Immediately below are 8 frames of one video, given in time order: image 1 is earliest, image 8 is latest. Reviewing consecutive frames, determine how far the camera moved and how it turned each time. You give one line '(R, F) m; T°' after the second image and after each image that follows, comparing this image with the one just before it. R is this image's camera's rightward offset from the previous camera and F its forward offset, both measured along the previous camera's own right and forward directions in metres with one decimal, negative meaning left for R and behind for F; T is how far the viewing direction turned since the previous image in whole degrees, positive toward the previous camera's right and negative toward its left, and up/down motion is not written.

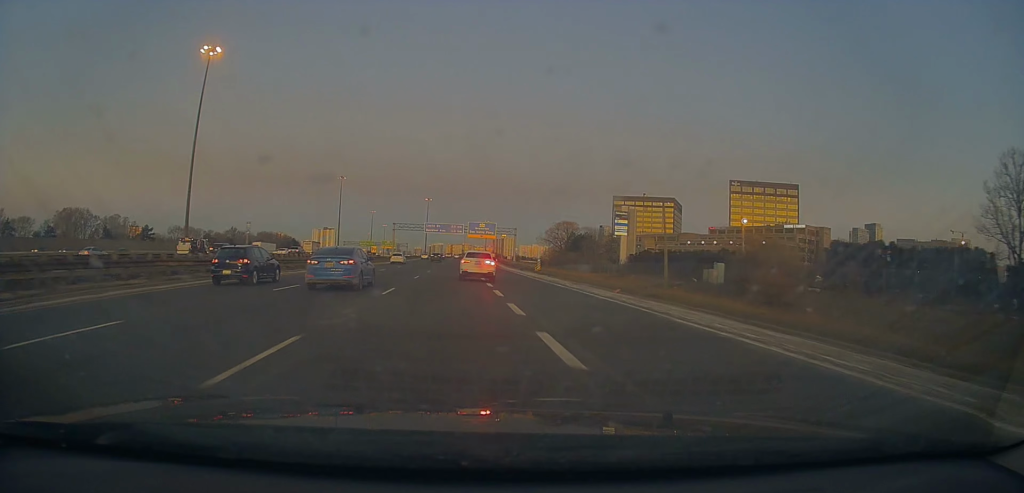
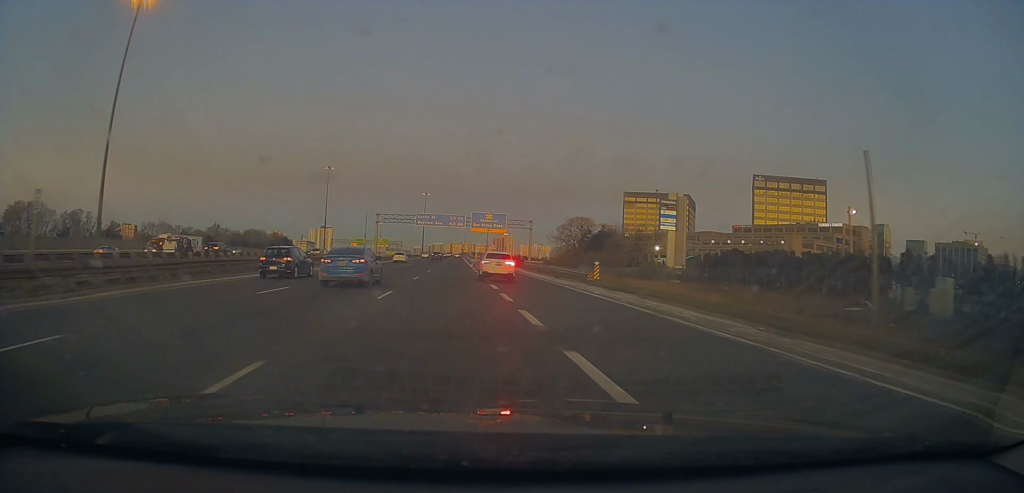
(0.0, +25.5) m; 0°
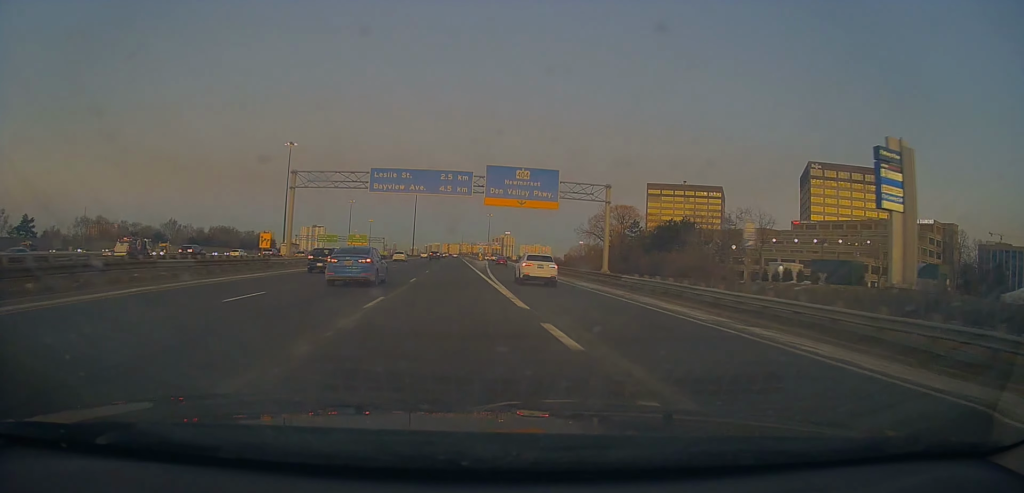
(-1.0, +50.2) m; -1°
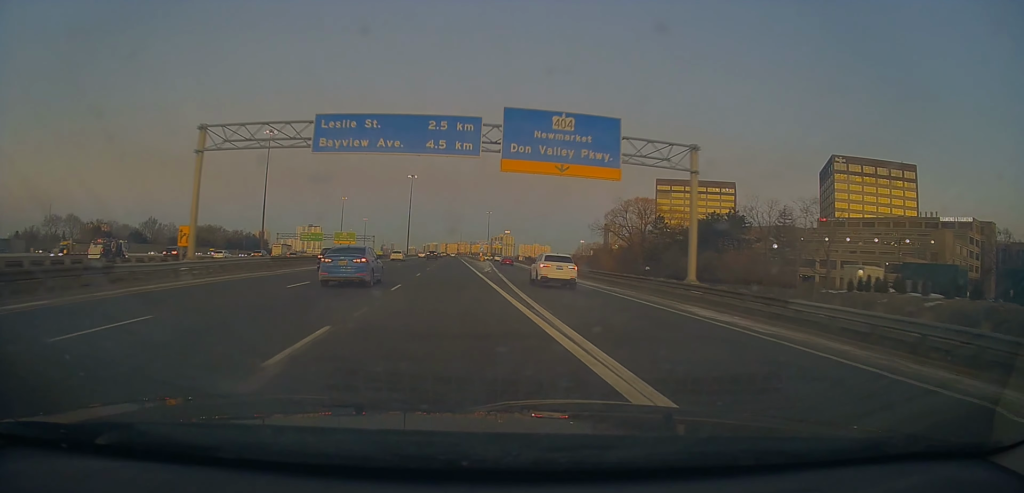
(+0.3, +18.2) m; +1°
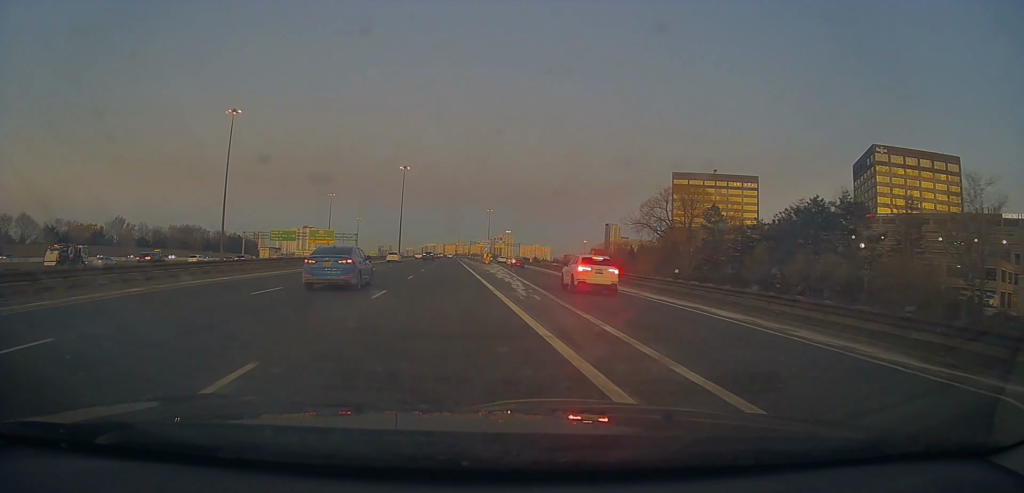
(+0.2, +26.8) m; +1°
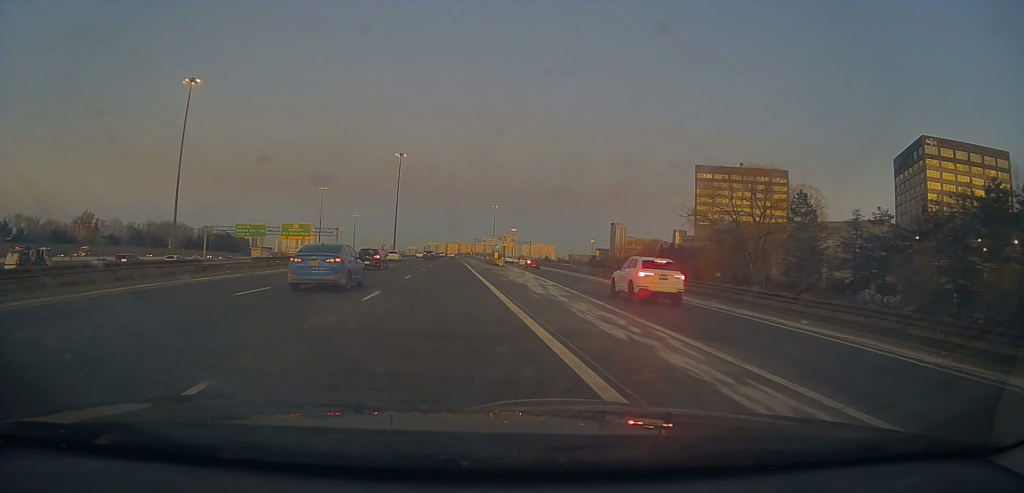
(0.0, +25.3) m; 0°
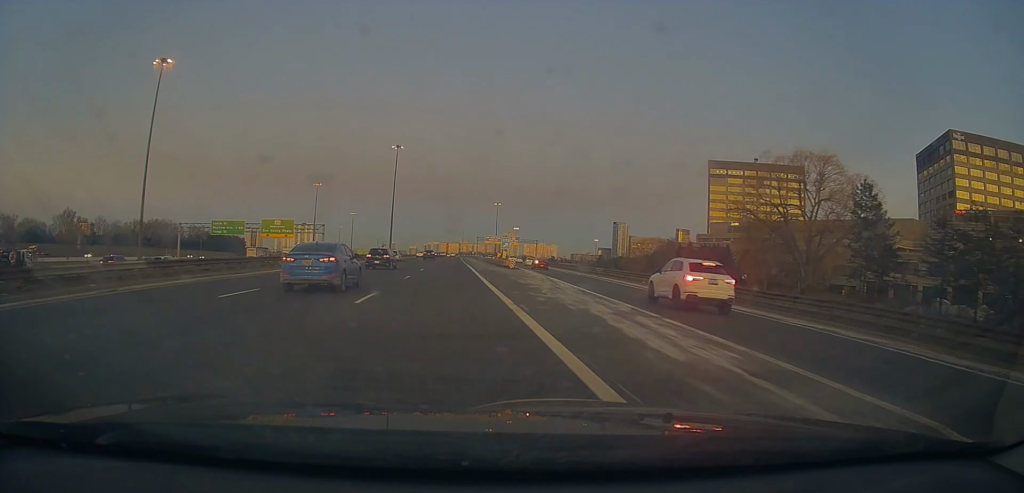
(0.0, +13.2) m; 0°
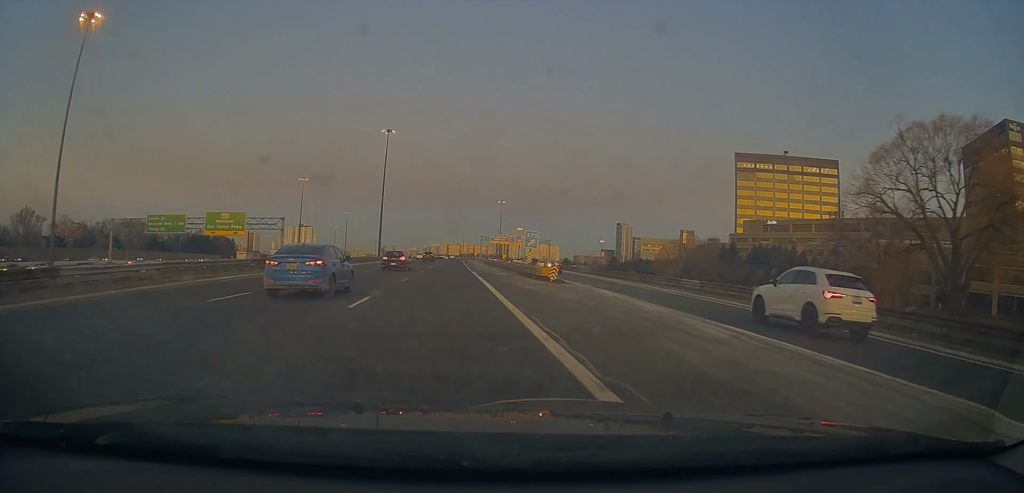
(0.0, +25.6) m; -1°
